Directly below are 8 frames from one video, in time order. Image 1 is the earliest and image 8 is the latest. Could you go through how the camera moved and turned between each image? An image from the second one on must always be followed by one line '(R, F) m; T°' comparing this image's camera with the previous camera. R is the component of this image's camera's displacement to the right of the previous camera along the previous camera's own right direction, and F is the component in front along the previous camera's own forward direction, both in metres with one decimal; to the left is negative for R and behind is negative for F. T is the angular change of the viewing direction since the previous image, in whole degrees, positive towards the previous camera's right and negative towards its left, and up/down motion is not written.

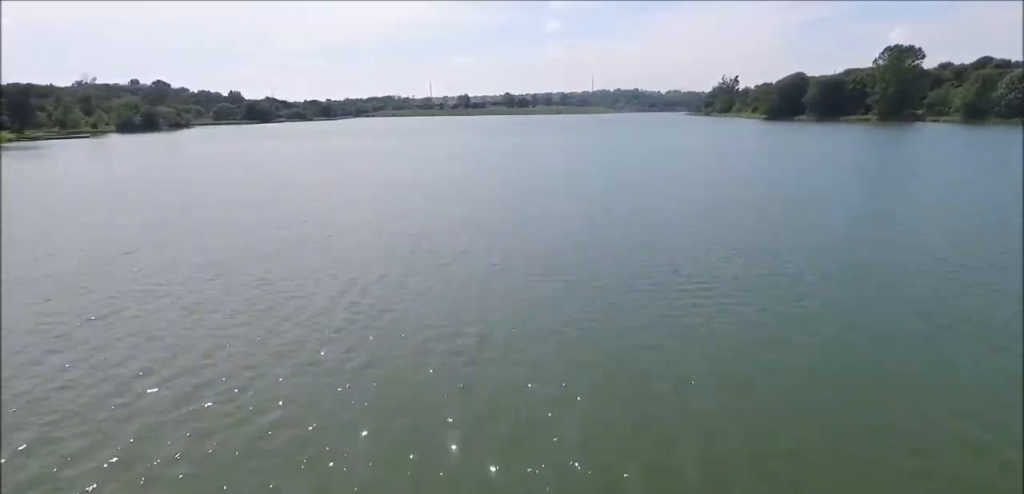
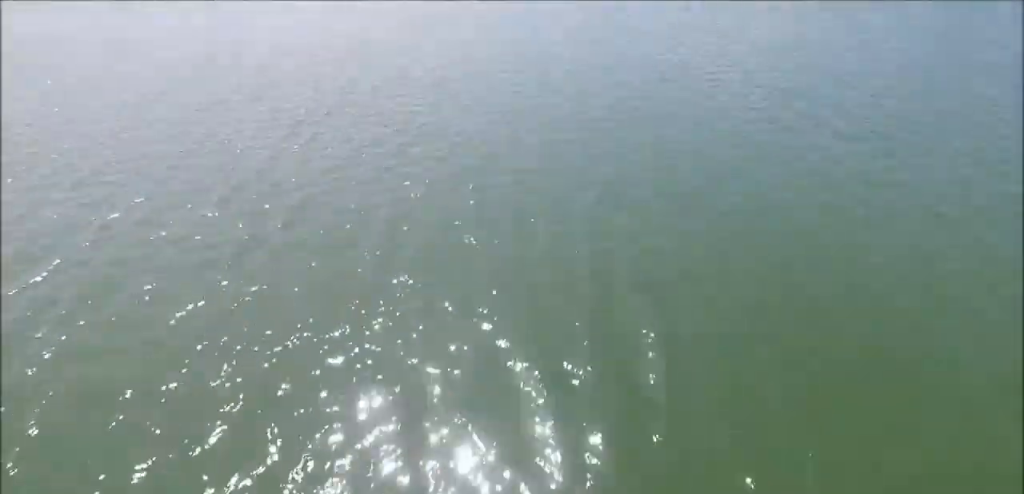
(0.0, +24.9) m; 0°
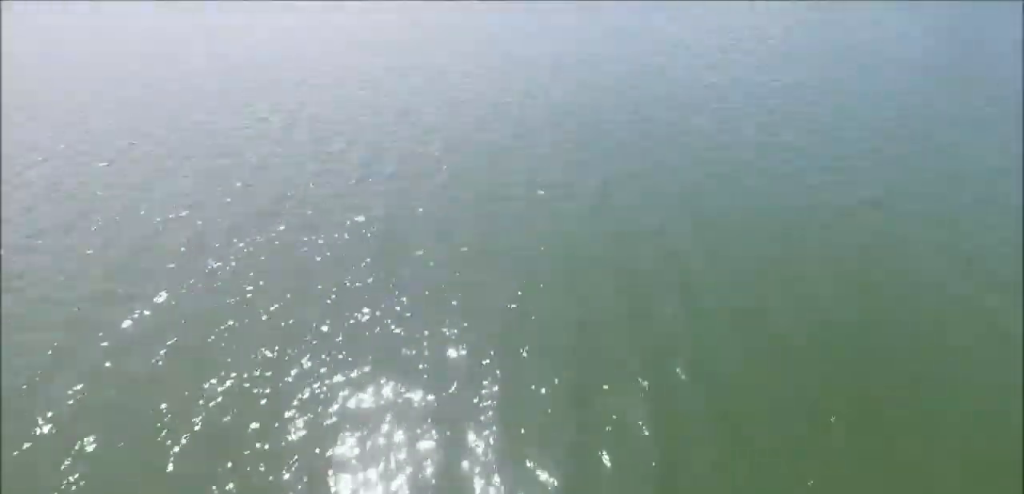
(0.0, +6.4) m; 0°
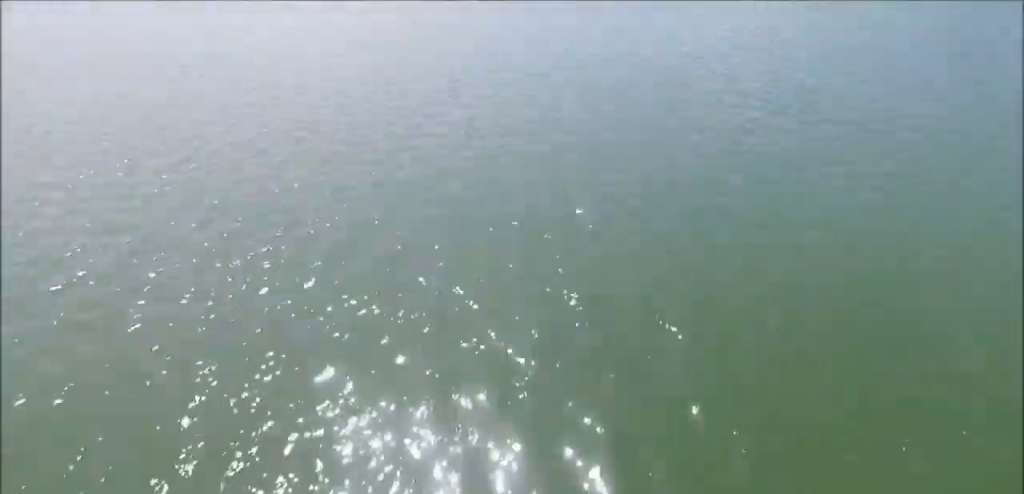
(0.0, +8.7) m; 0°
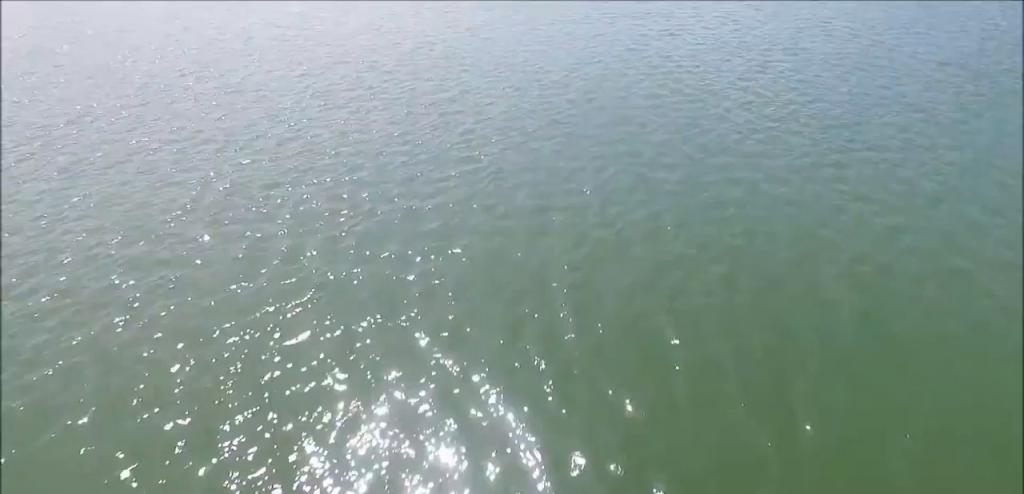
(0.0, +11.8) m; 0°
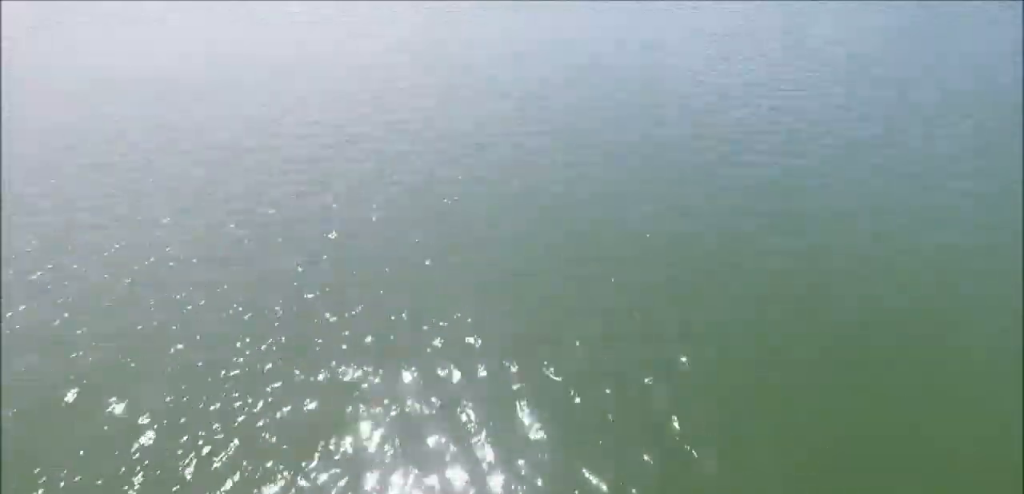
(0.0, +21.3) m; 0°
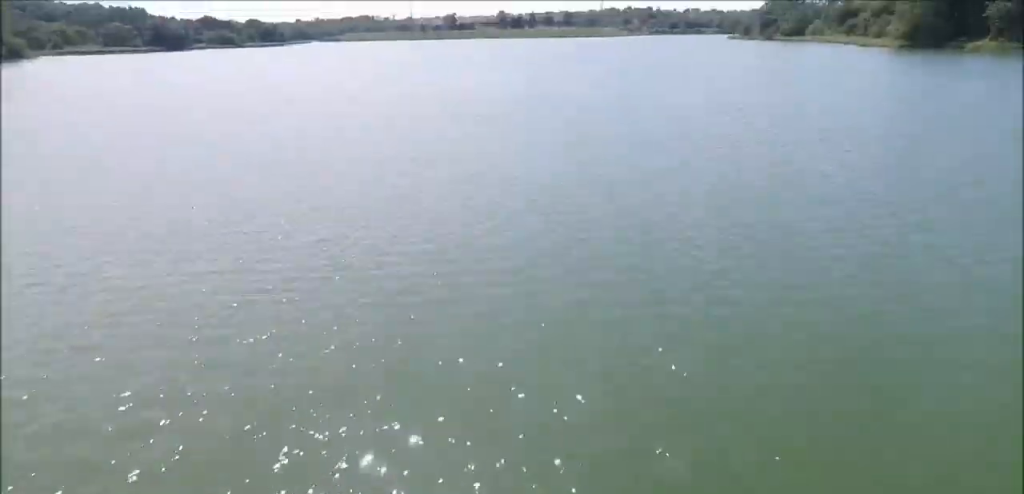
(+0.1, +10.0) m; 0°
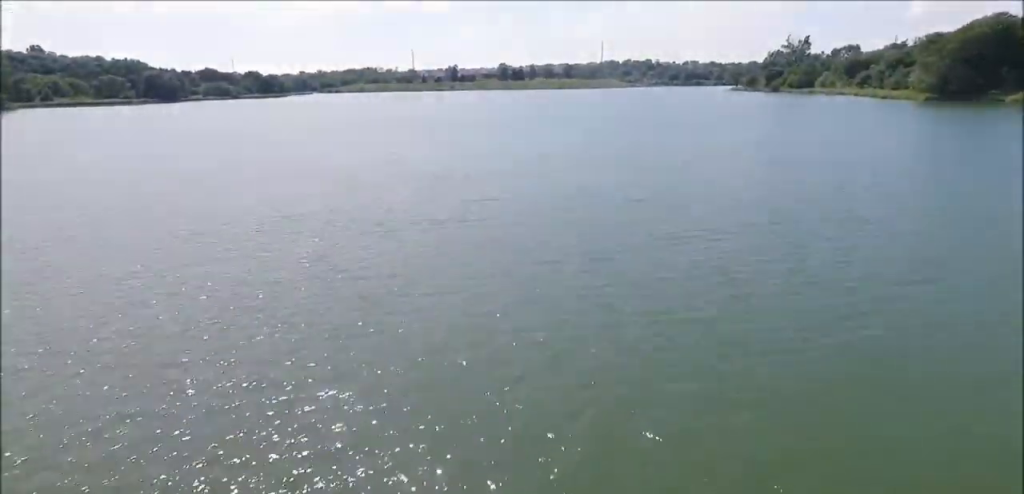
(0.0, +14.3) m; 0°
